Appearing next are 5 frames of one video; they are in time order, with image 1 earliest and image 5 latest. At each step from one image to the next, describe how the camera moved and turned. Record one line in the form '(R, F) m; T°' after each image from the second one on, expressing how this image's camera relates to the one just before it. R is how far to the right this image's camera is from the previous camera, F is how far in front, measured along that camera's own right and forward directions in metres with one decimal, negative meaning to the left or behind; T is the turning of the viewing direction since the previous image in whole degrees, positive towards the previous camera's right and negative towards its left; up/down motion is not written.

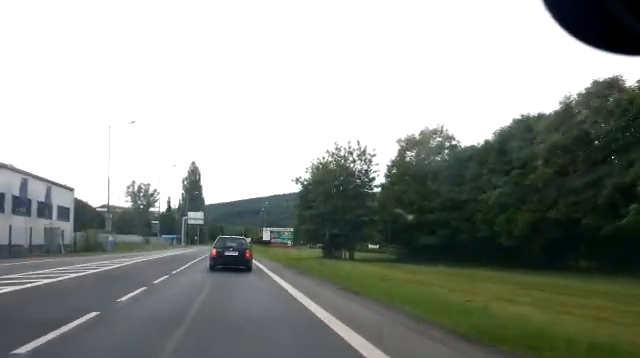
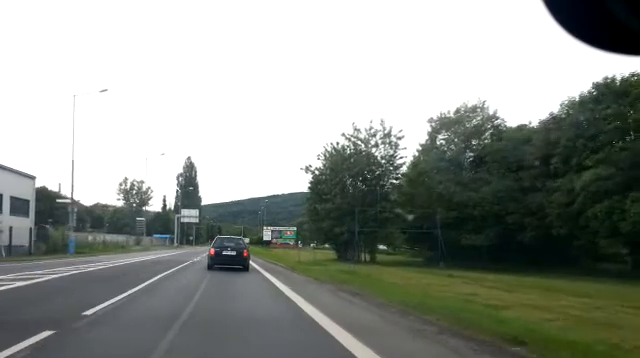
(0.0, +10.6) m; -1°
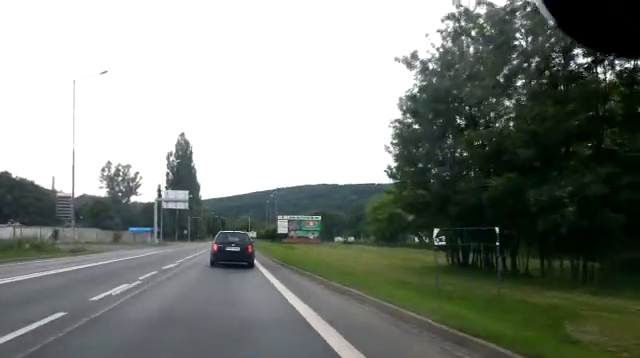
(-0.8, +32.1) m; -3°
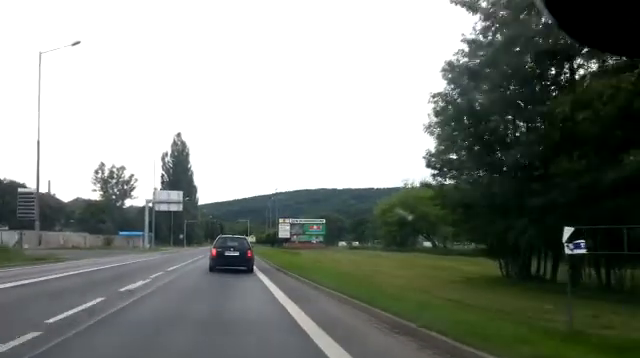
(+0.1, +6.4) m; 0°
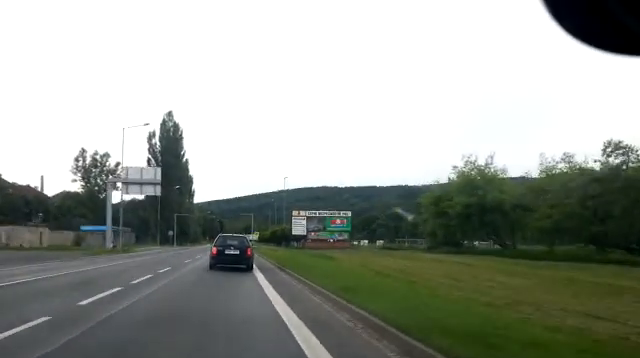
(+0.2, +21.0) m; -1°
